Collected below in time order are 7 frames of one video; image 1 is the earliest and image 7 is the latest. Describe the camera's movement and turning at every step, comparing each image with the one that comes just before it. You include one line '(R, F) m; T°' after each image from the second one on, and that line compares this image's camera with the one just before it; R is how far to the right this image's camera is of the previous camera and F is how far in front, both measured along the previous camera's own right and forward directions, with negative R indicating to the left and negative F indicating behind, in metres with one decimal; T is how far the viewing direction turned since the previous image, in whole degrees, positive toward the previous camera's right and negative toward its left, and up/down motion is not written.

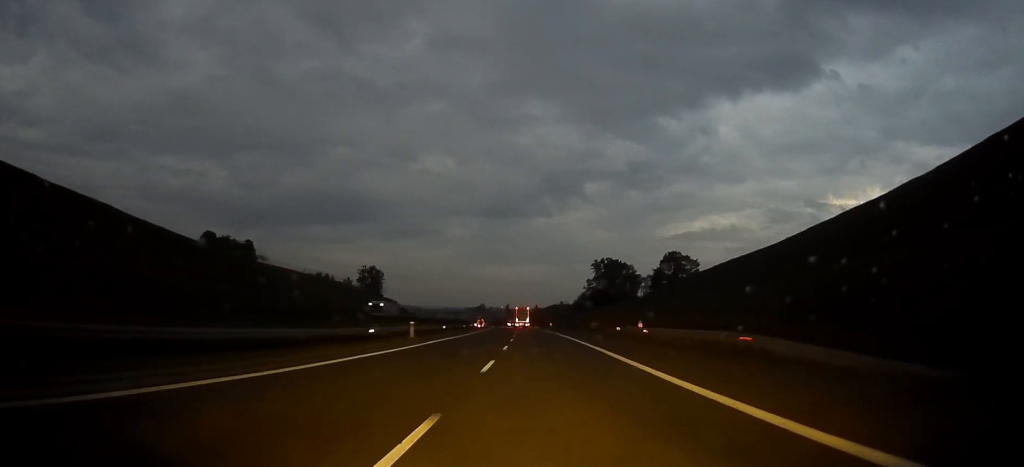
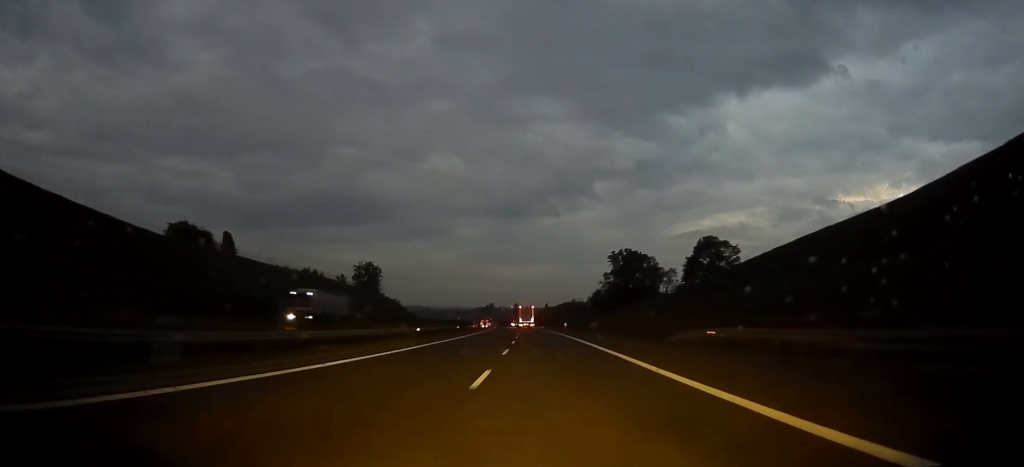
(-0.2, +28.0) m; -1°
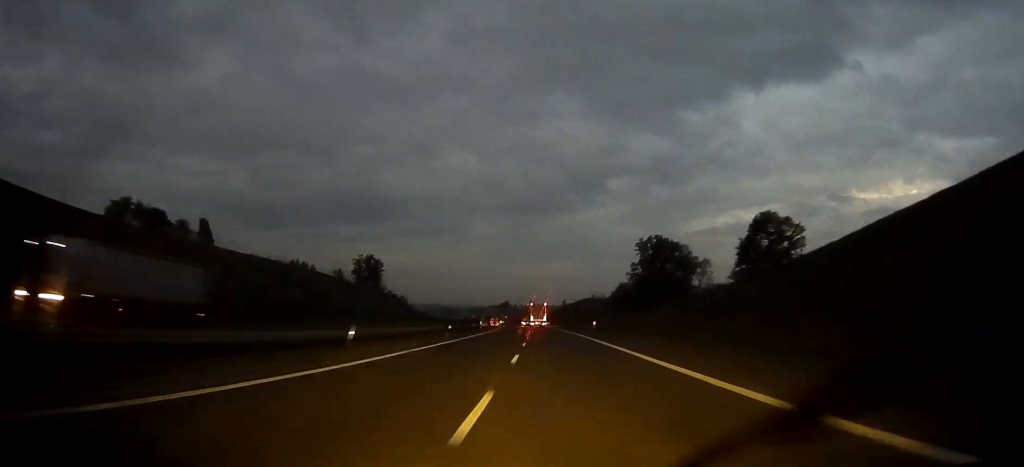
(-0.1, +28.0) m; -1°
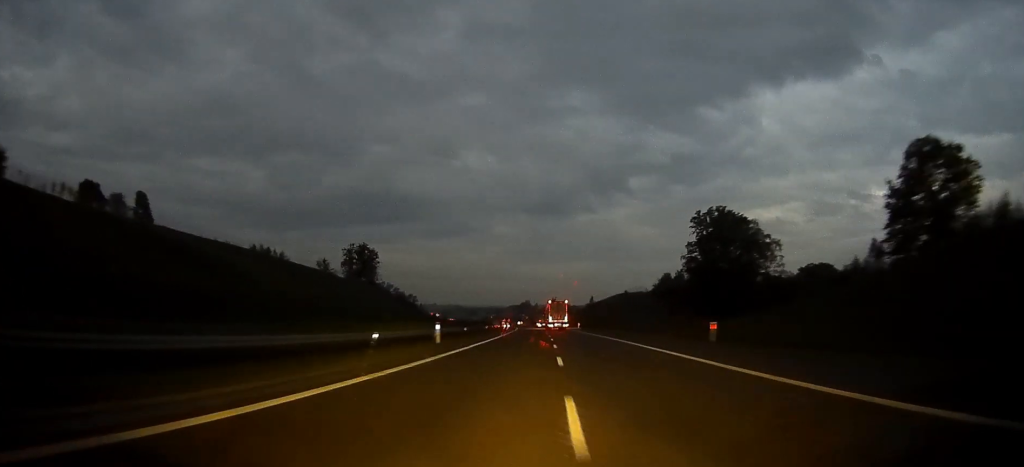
(-1.0, +49.0) m; -2°
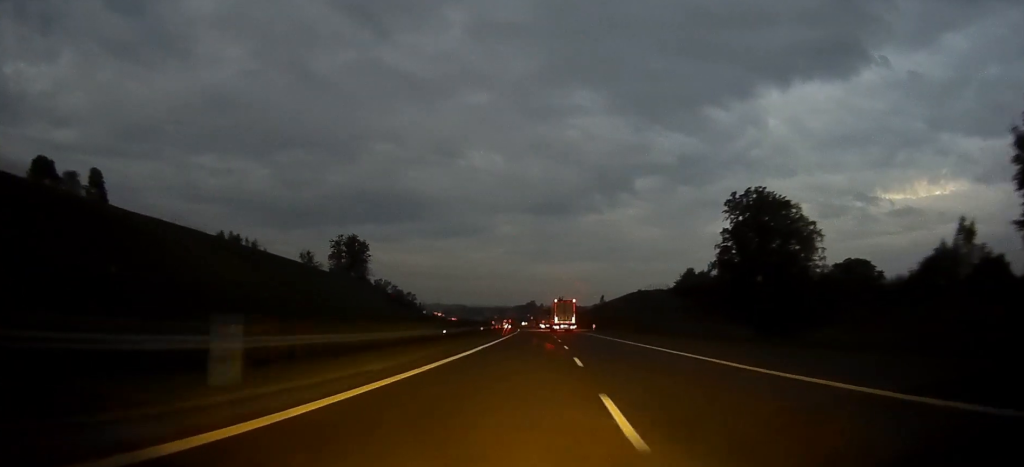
(-0.1, +23.8) m; -1°
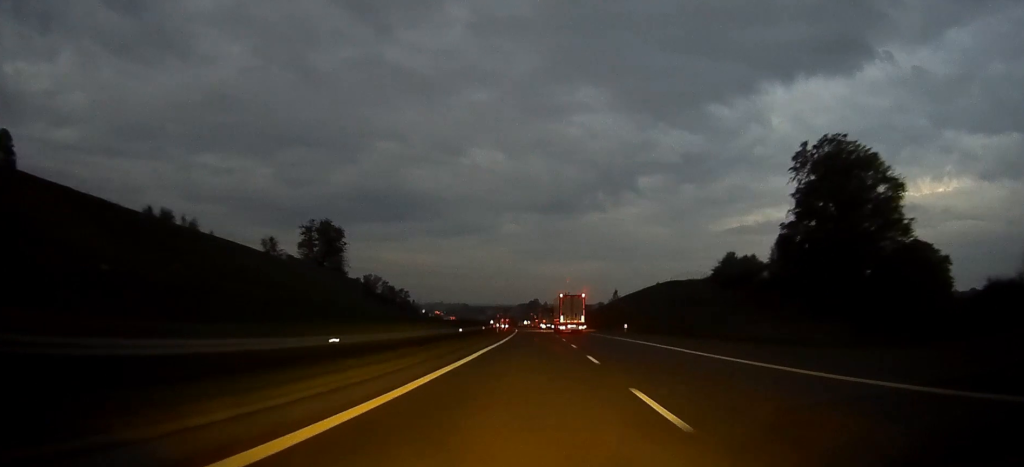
(-0.3, +35.2) m; -1°
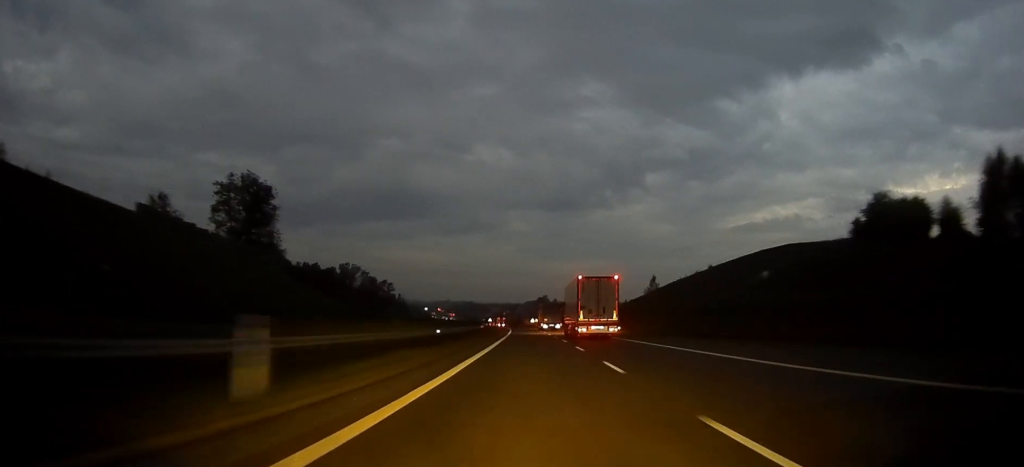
(-0.6, +63.5) m; -1°
